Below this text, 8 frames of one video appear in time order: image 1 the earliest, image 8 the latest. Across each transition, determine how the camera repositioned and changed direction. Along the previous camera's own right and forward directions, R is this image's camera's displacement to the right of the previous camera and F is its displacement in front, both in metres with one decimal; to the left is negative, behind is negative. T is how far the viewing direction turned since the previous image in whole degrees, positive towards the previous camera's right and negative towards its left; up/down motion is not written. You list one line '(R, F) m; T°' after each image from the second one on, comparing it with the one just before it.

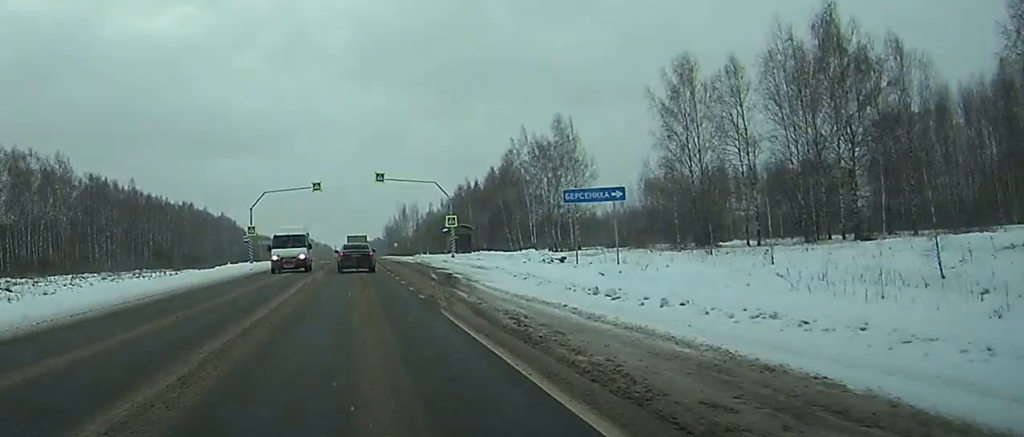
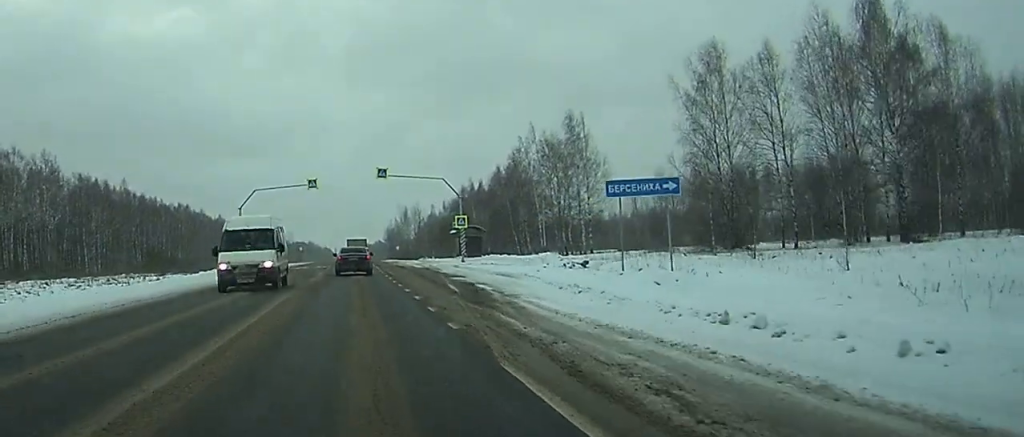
(0.0, +7.3) m; 0°
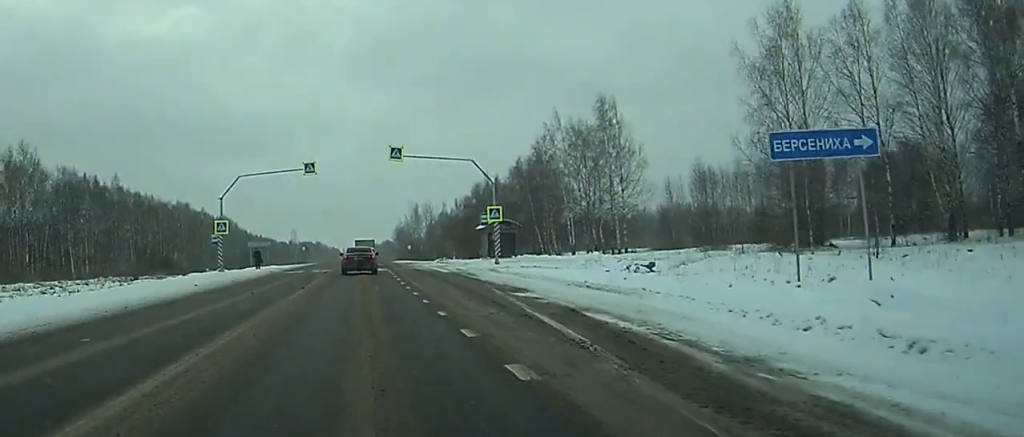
(0.0, +13.5) m; 0°
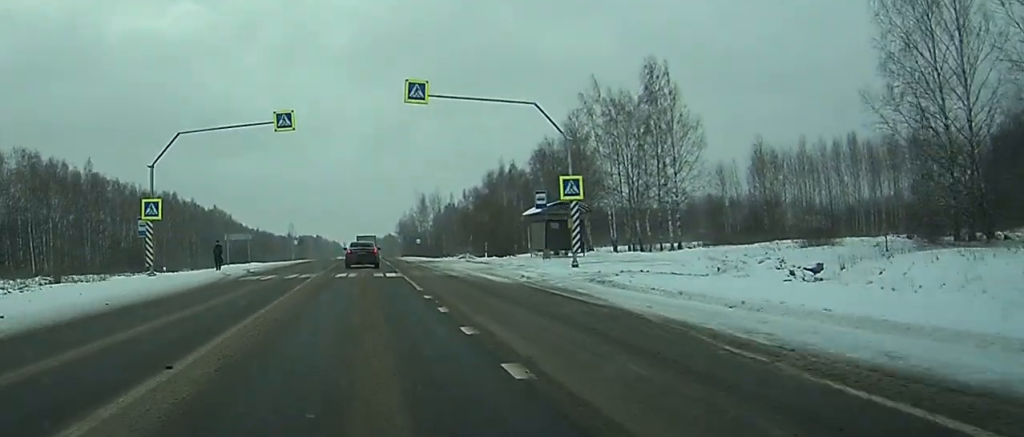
(0.0, +19.9) m; 0°
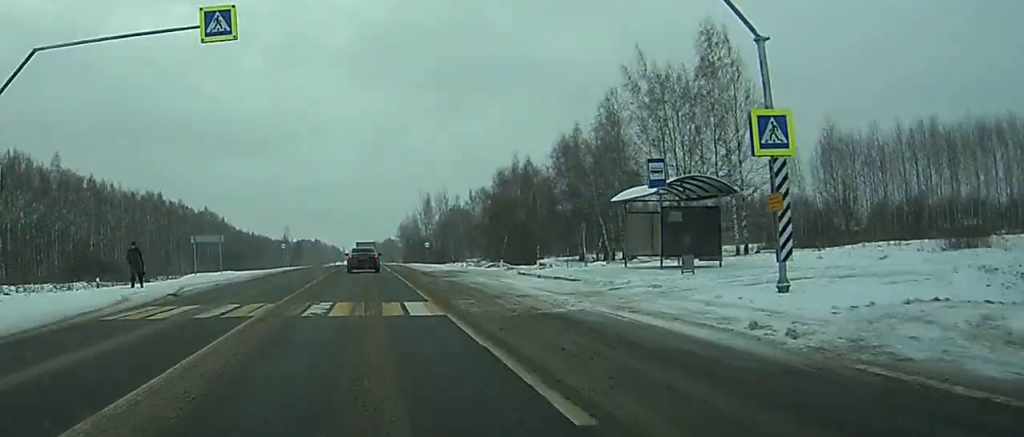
(0.0, +17.9) m; 0°
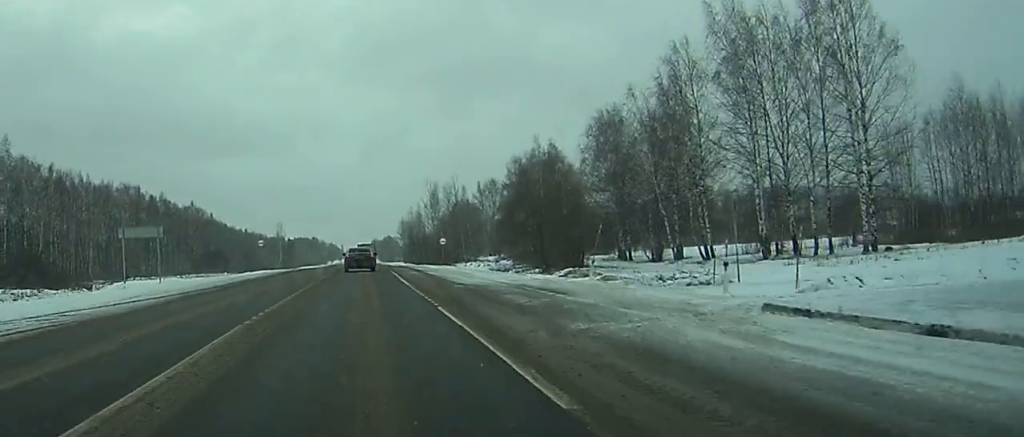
(-0.1, +22.4) m; 0°
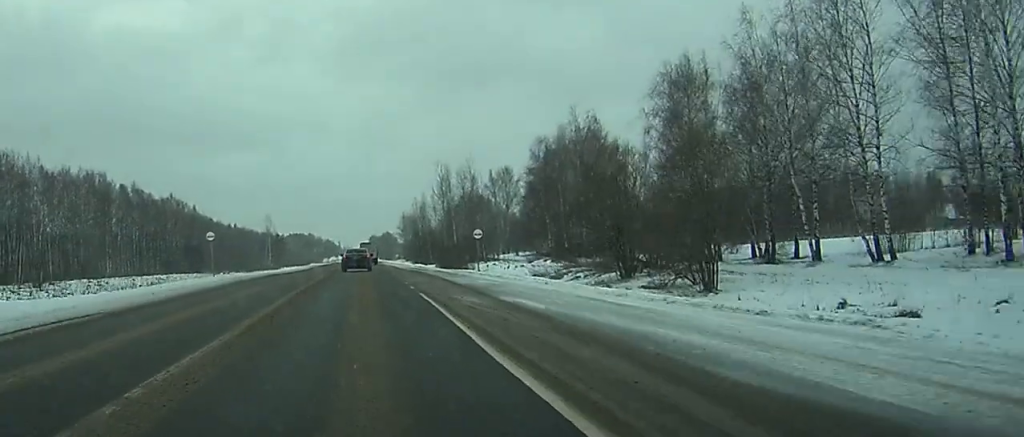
(0.0, +27.3) m; 0°
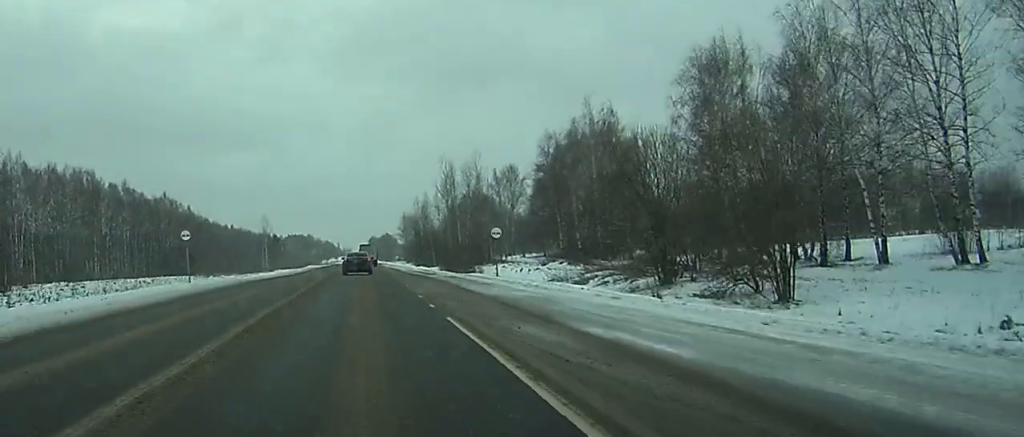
(0.0, +8.2) m; 0°
